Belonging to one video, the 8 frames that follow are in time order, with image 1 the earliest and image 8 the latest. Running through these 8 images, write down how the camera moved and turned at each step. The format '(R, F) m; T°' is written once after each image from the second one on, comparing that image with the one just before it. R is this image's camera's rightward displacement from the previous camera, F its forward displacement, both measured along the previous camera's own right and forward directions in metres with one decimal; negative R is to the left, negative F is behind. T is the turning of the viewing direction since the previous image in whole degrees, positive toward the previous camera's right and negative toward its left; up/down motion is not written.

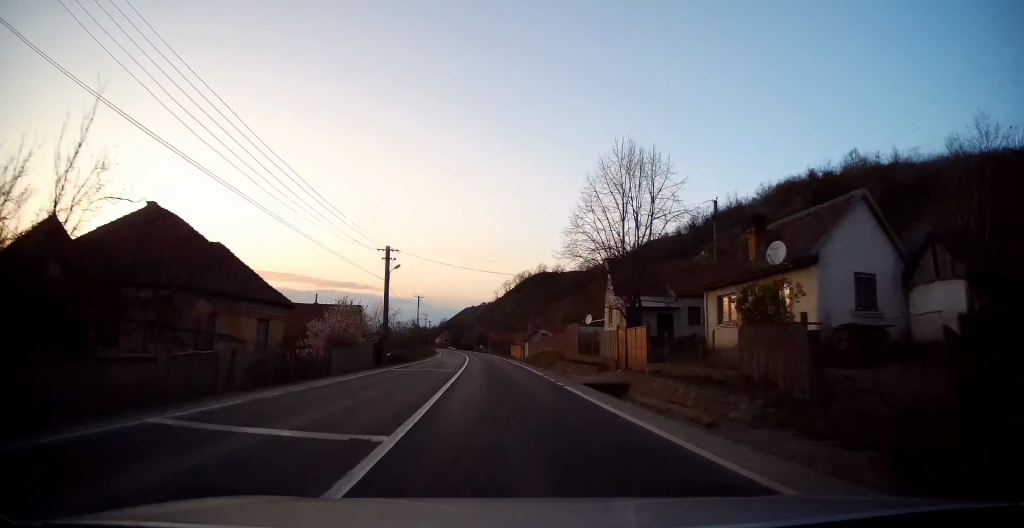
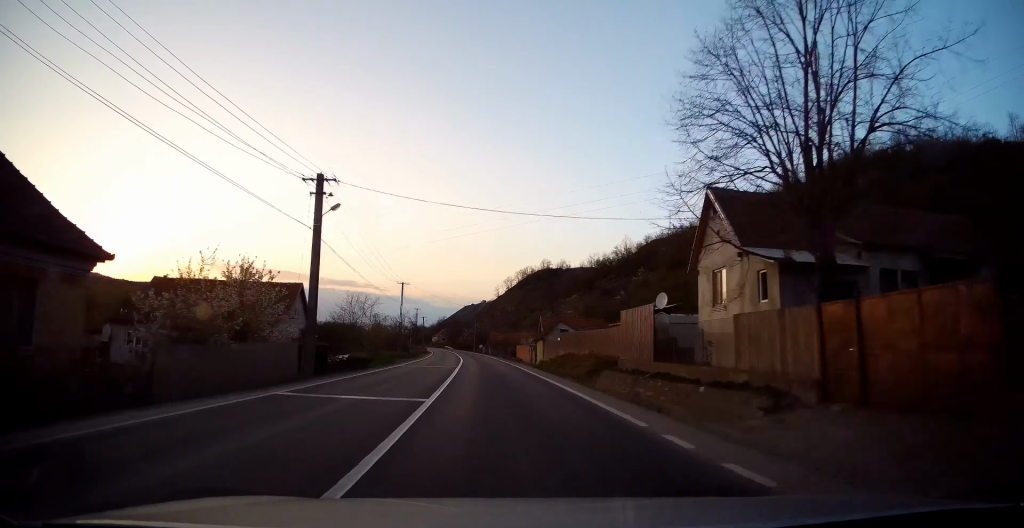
(0.0, +15.2) m; 0°
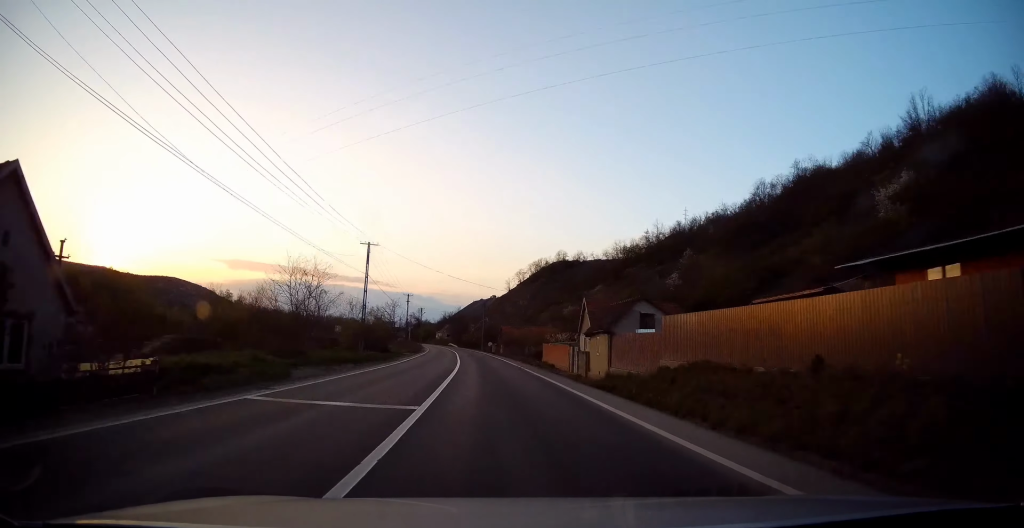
(0.0, +22.1) m; 0°
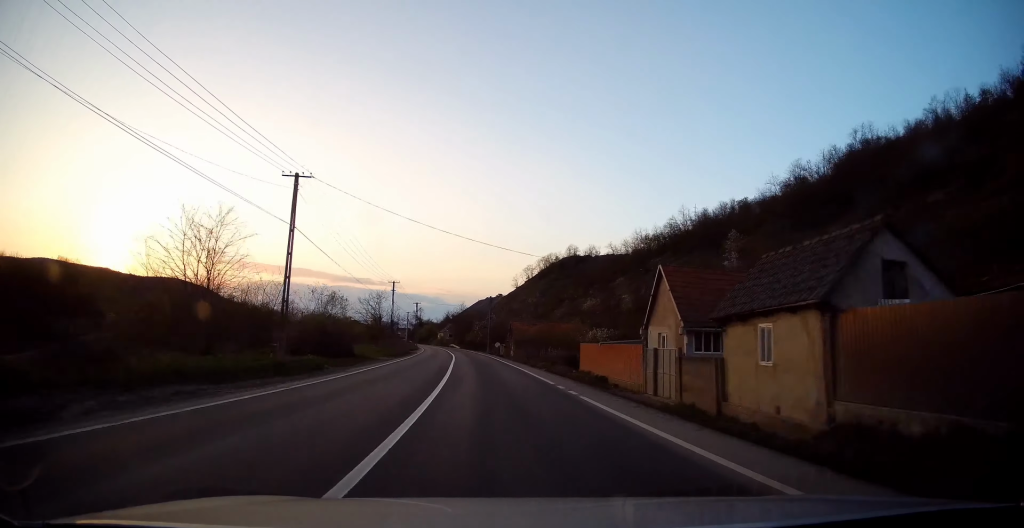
(0.0, +16.2) m; -1°
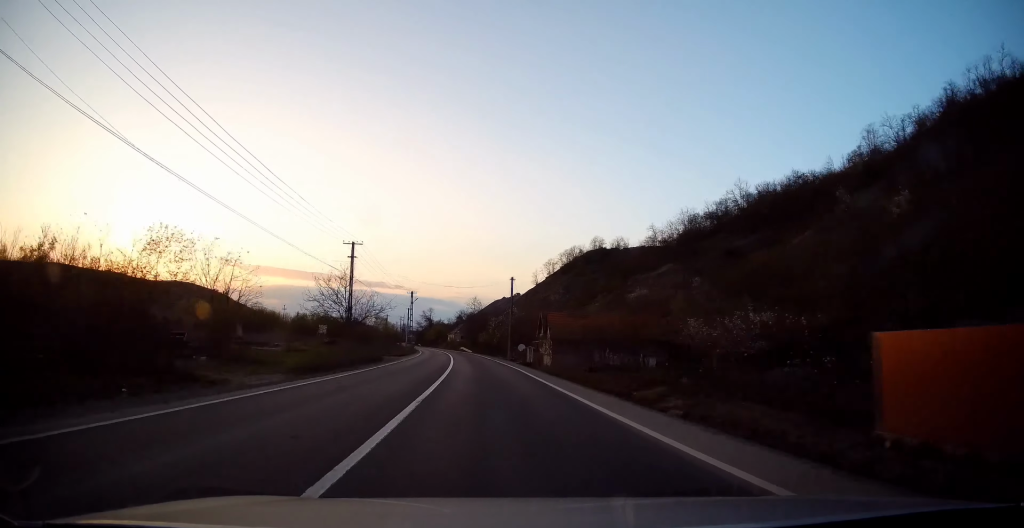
(-0.4, +23.9) m; -2°
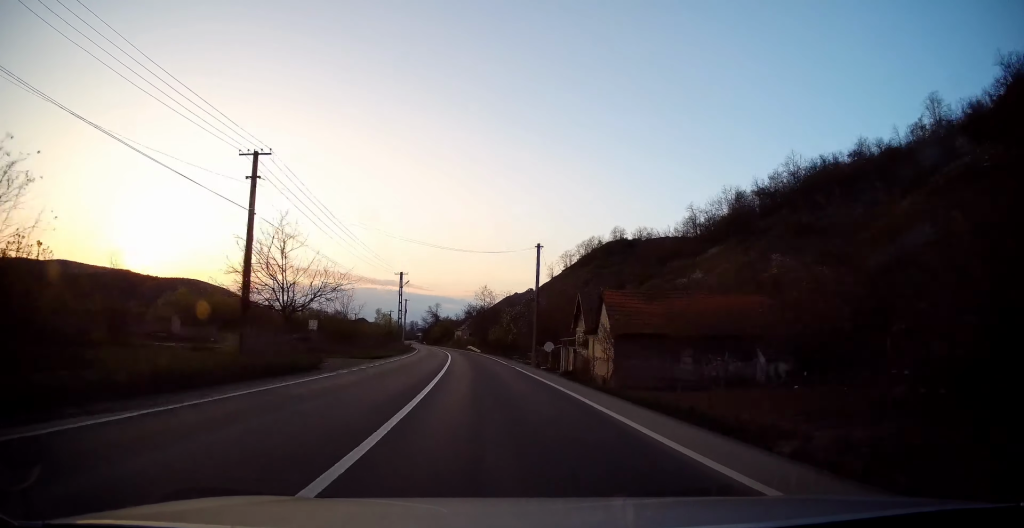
(-0.2, +17.0) m; -1°
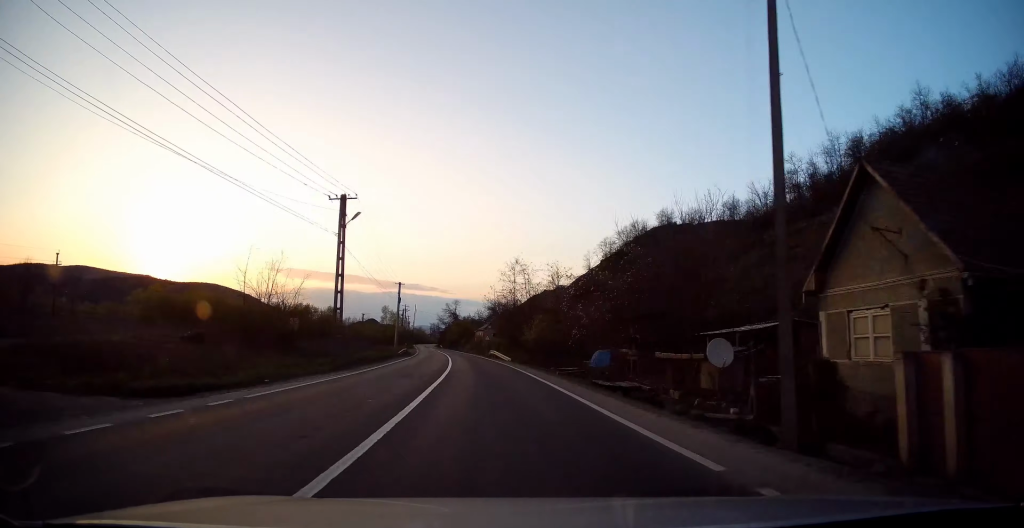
(-0.4, +28.9) m; -2°
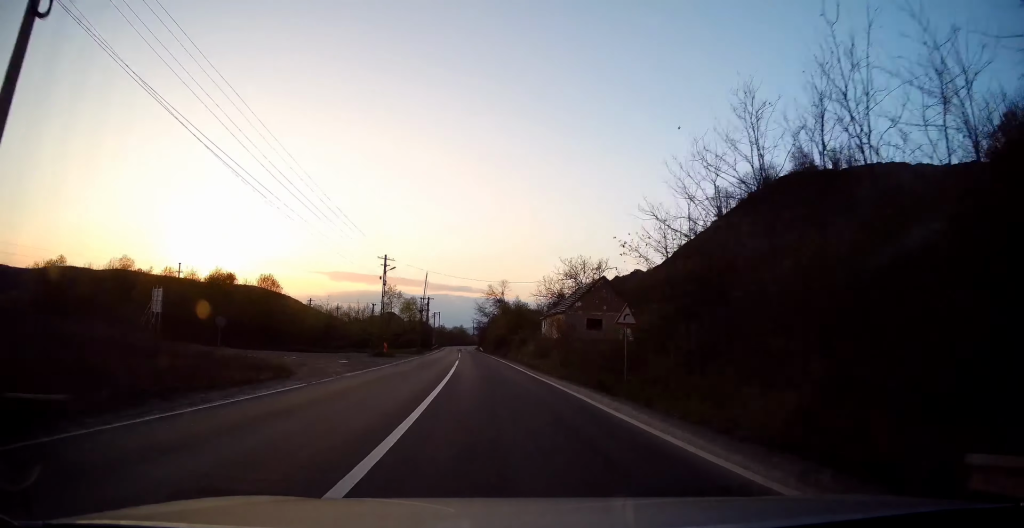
(-2.3, +57.2) m; -5°
